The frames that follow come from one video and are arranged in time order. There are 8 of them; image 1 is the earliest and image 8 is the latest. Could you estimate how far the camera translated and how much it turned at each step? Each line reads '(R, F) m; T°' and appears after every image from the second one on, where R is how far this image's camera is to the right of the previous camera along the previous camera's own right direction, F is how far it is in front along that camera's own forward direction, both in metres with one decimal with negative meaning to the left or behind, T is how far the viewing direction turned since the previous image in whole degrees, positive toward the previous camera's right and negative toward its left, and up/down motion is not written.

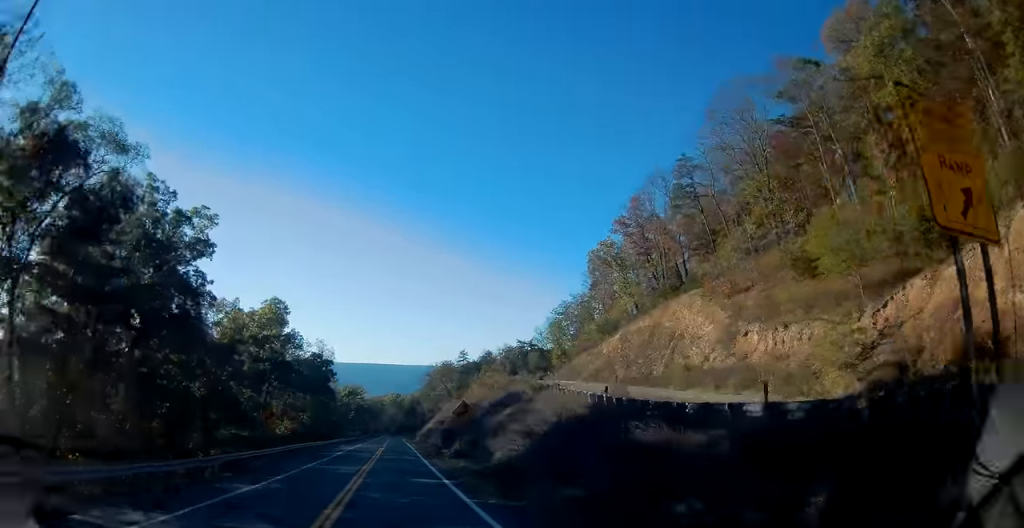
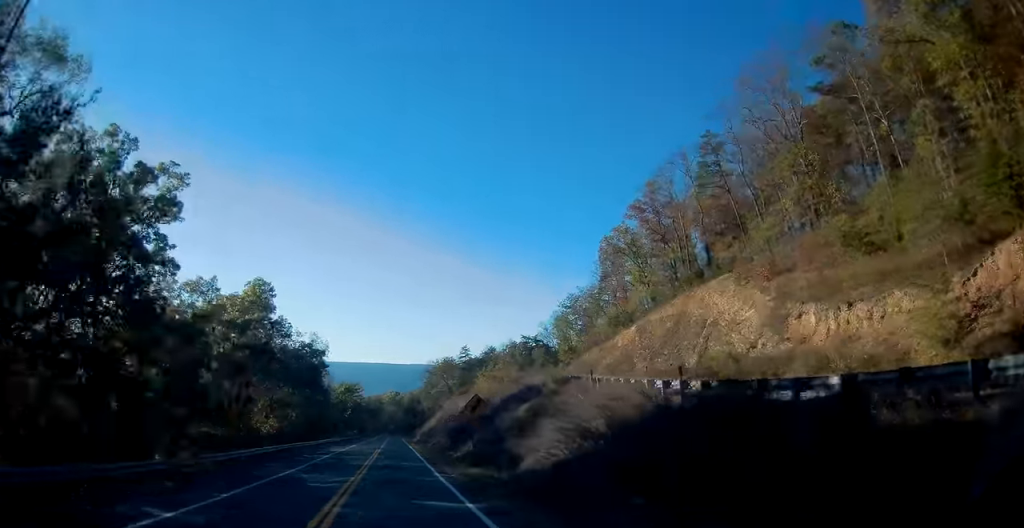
(0.0, +7.4) m; 0°
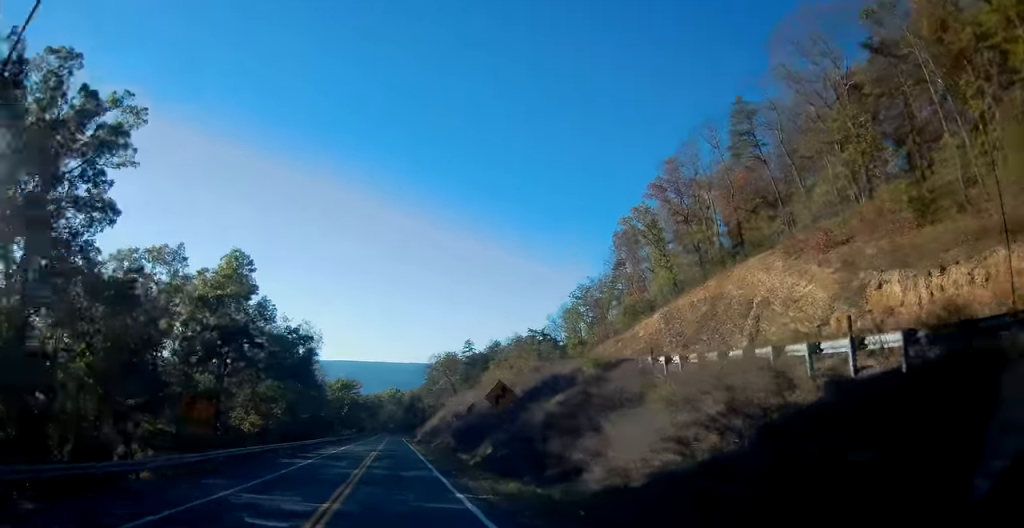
(0.0, +8.5) m; 0°
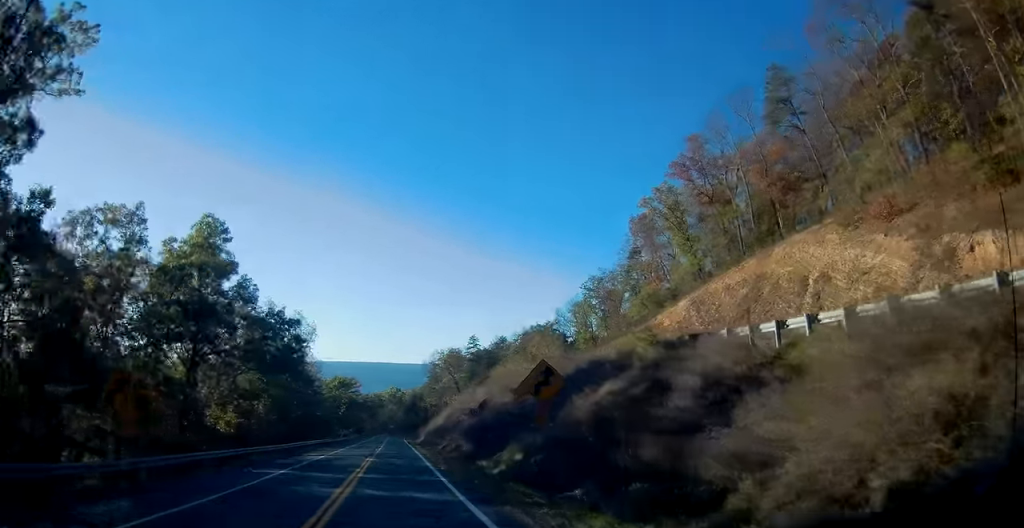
(+0.1, +8.0) m; 0°
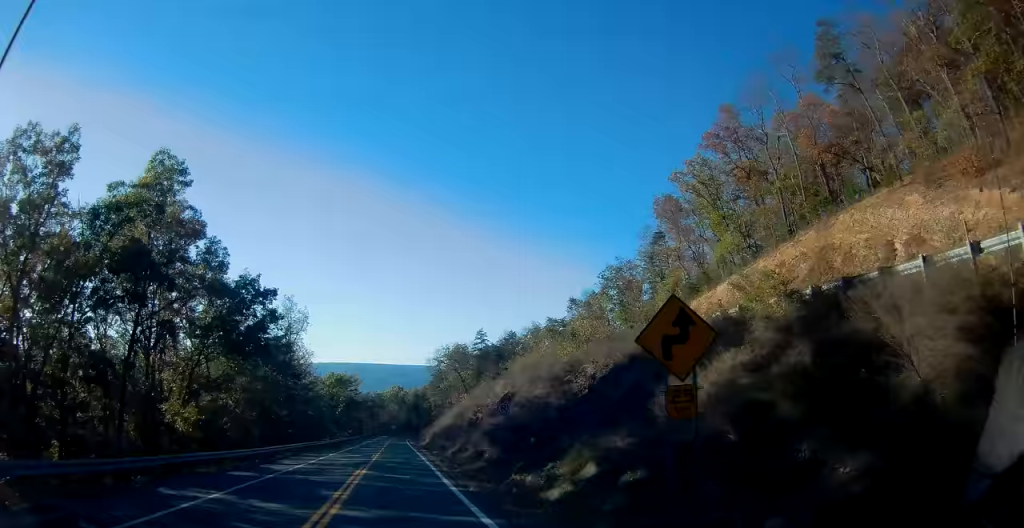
(+0.1, +9.1) m; 0°
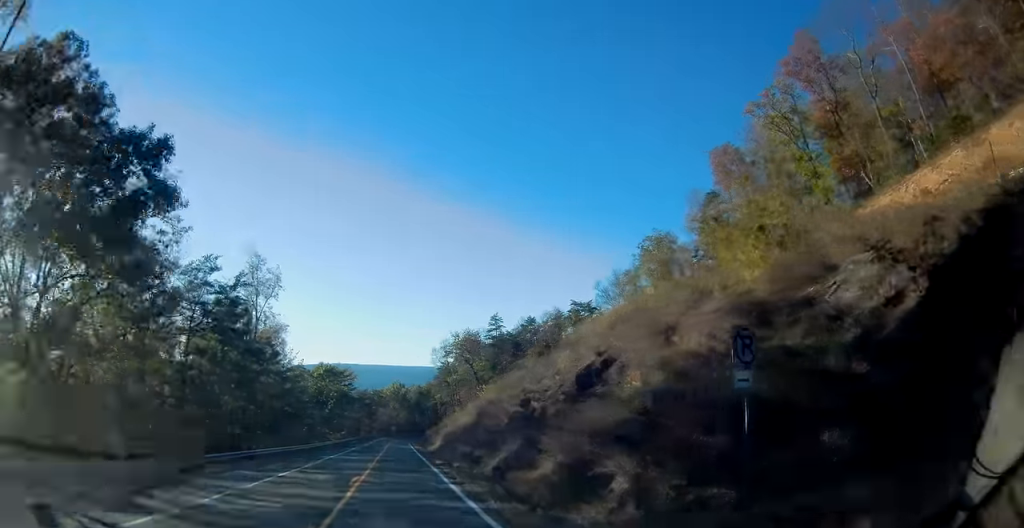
(-0.2, +18.8) m; 0°
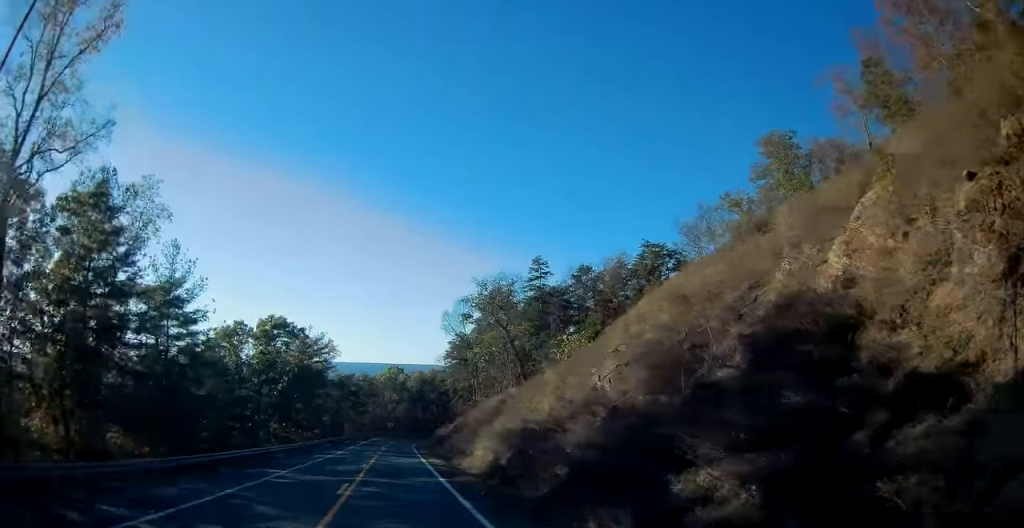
(0.0, +38.5) m; 0°
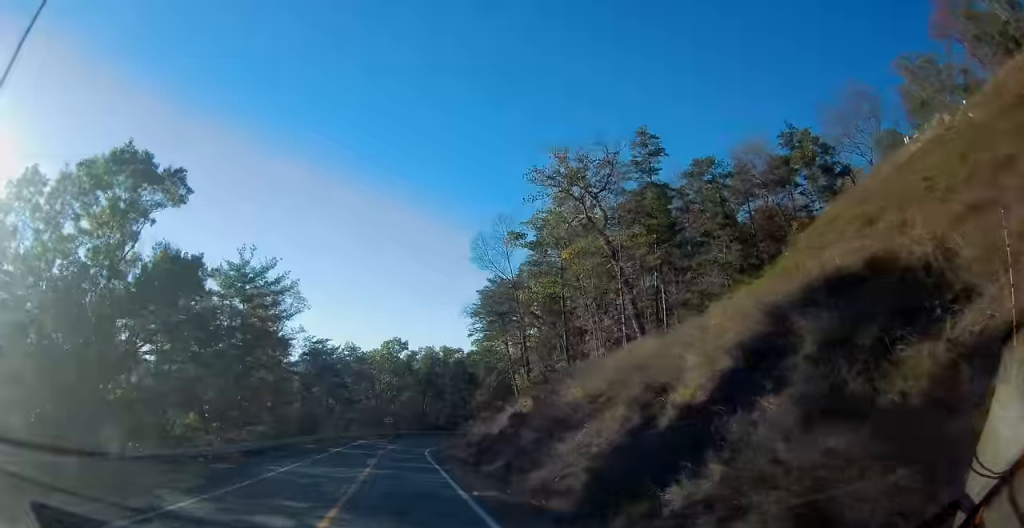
(+0.3, +36.9) m; 0°
